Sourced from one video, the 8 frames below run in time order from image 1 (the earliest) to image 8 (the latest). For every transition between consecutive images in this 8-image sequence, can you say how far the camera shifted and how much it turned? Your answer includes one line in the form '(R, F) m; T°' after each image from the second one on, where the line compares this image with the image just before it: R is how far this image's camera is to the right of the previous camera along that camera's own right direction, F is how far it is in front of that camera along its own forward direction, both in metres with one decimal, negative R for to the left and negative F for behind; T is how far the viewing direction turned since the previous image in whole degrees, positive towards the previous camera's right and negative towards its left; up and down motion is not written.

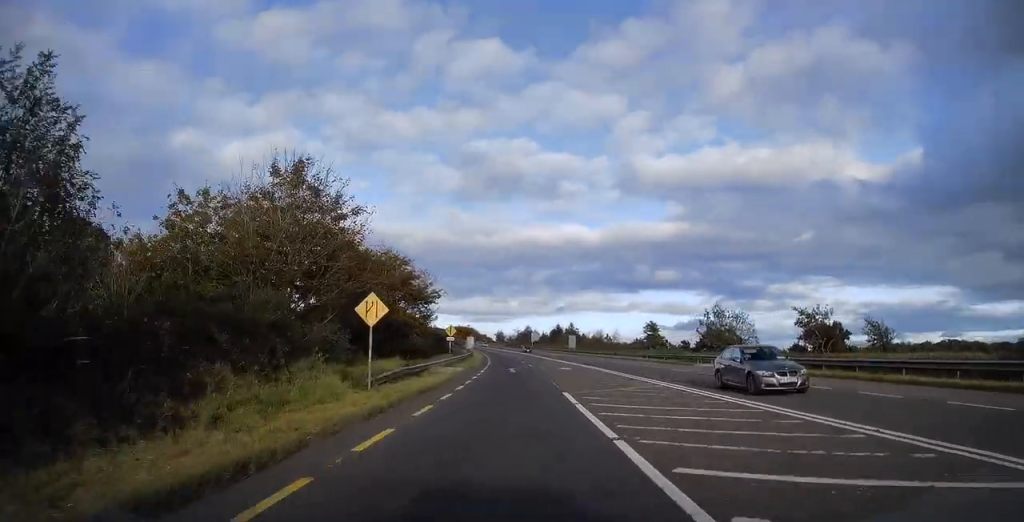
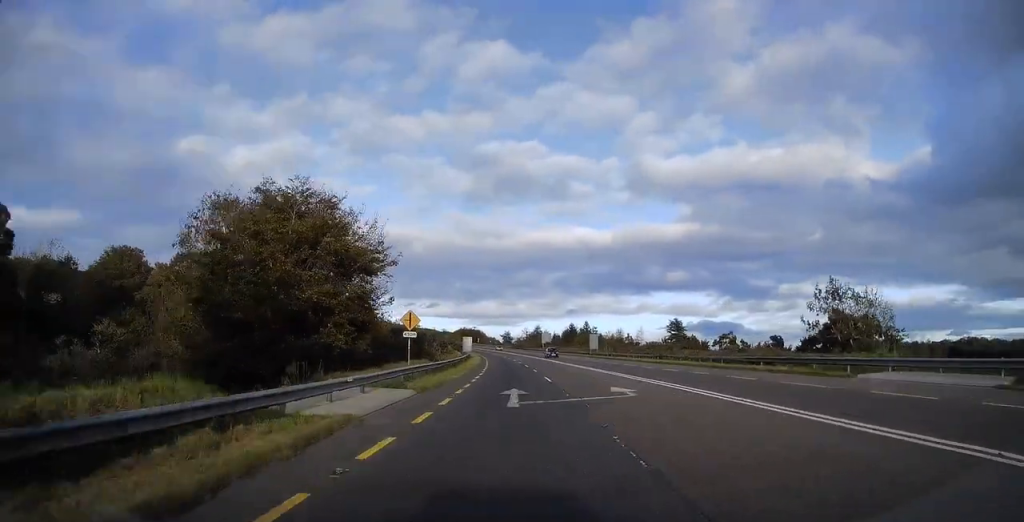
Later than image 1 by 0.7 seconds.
(-0.1, +23.3) m; 0°
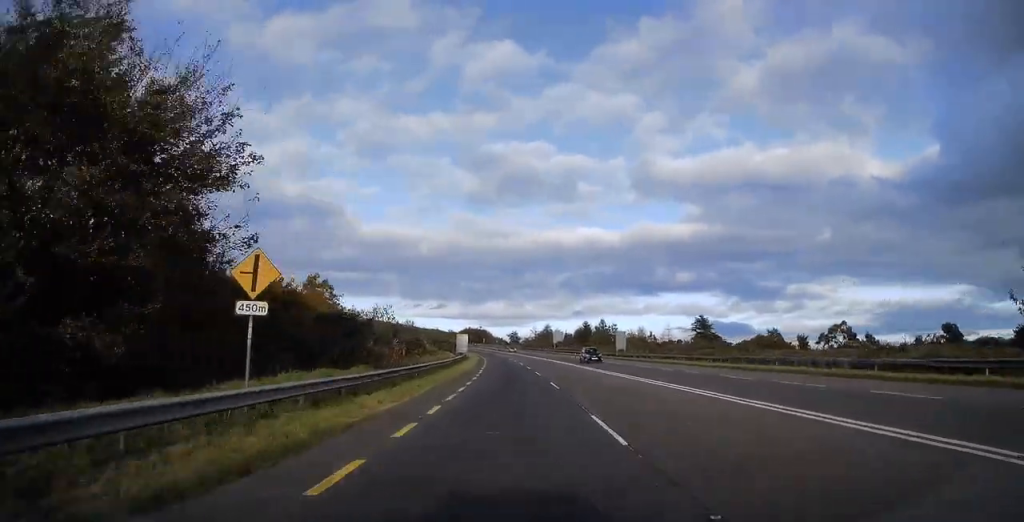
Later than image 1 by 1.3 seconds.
(-0.1, +19.5) m; -1°
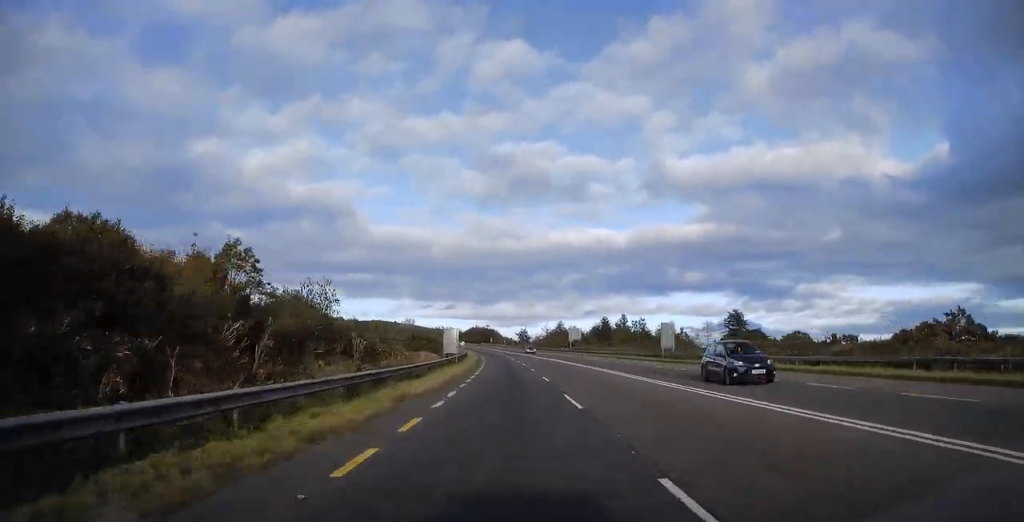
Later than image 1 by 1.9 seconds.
(+0.1, +20.2) m; -1°
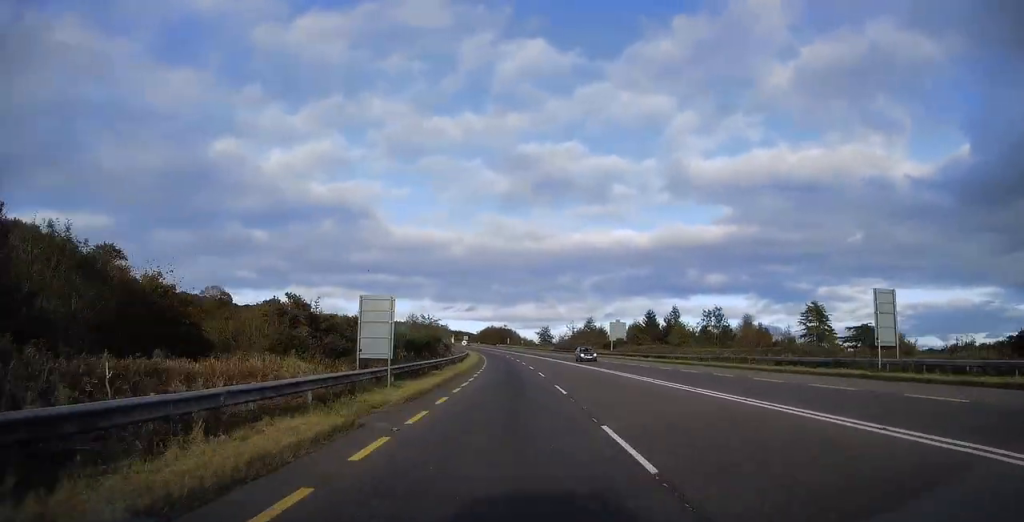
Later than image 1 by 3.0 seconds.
(-0.9, +32.0) m; -2°
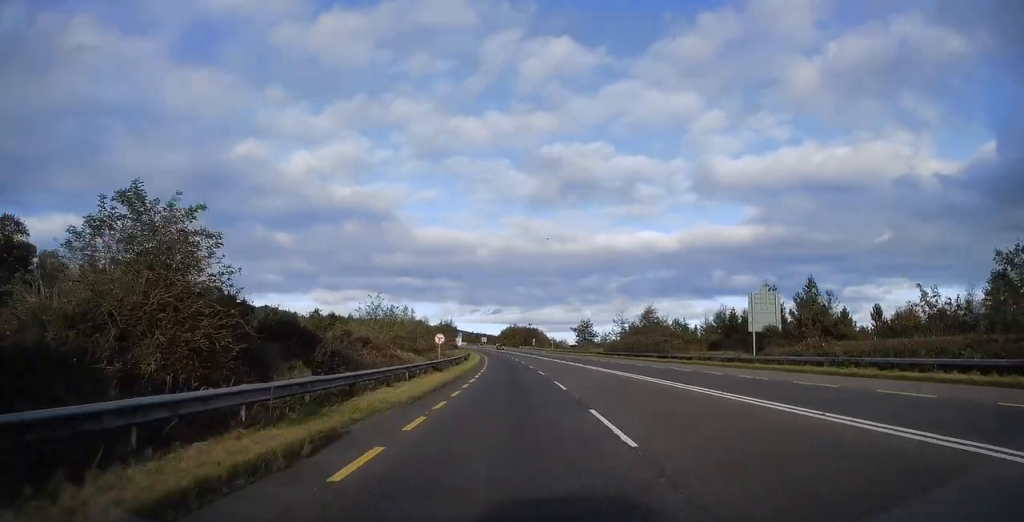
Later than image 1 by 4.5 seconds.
(-0.7, +45.9) m; -2°
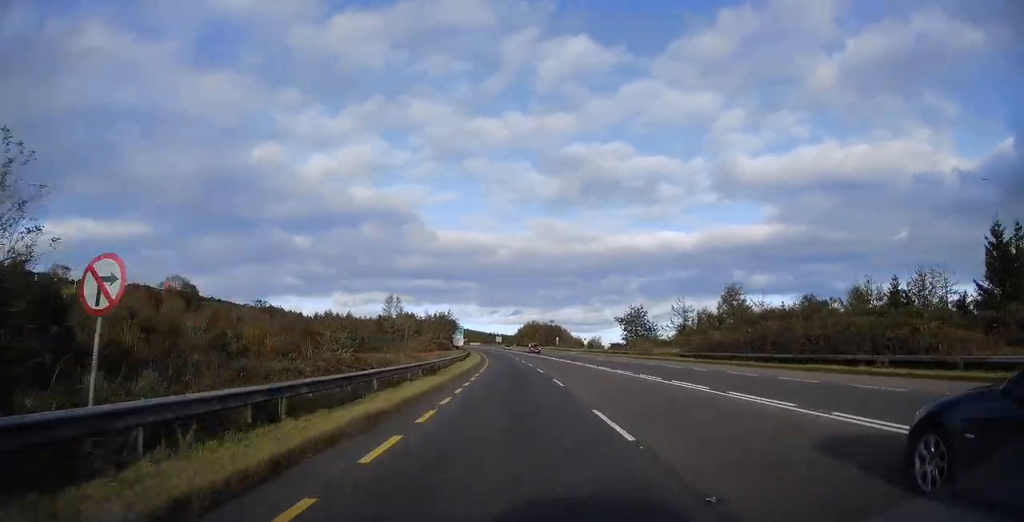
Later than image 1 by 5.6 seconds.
(-0.6, +34.5) m; -1°
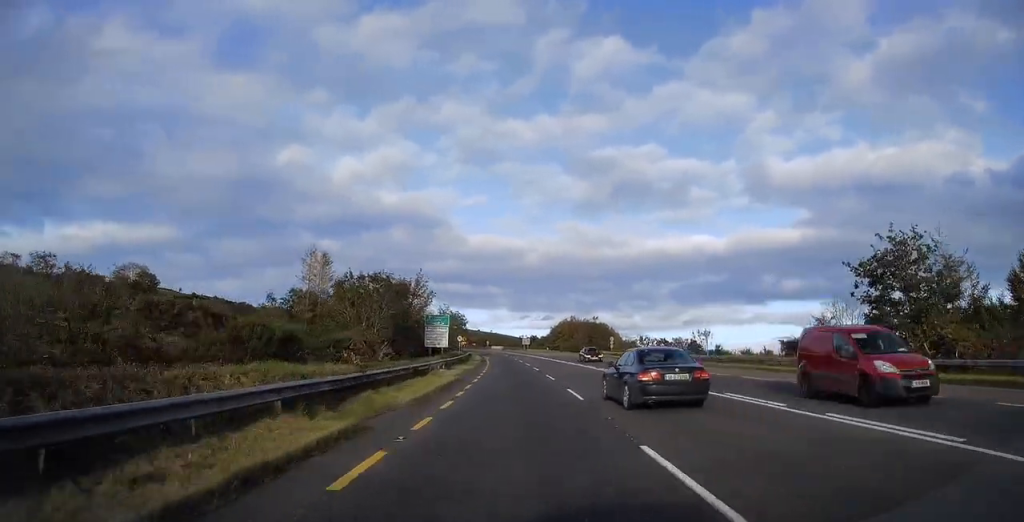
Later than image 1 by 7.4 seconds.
(-0.9, +50.6) m; -3°
